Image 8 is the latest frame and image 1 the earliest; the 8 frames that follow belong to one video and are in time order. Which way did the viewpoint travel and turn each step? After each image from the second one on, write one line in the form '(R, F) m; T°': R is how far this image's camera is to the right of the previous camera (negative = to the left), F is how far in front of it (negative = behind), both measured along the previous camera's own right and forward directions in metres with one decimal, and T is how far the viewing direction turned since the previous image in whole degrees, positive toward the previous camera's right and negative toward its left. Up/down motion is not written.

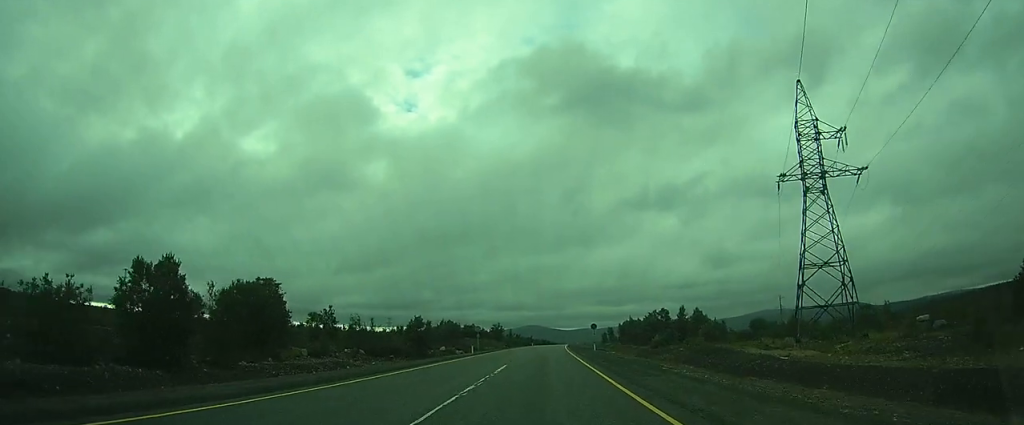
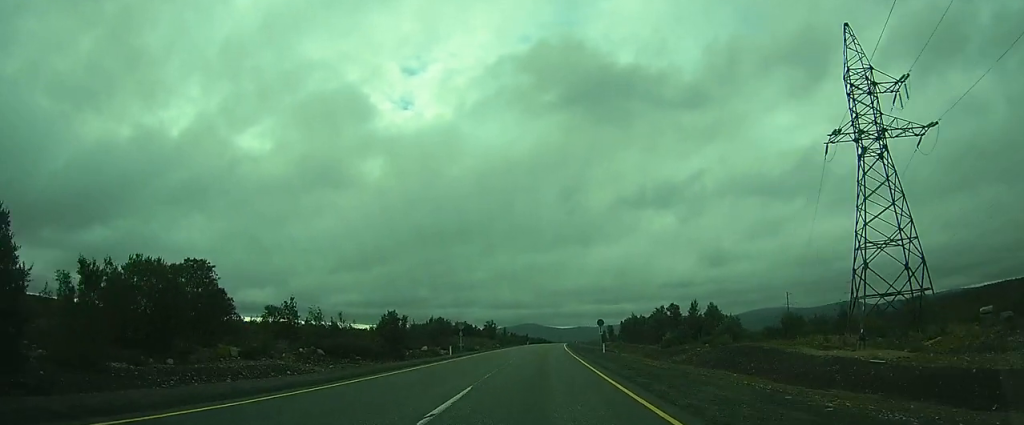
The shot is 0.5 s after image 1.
(0.0, +12.1) m; 0°
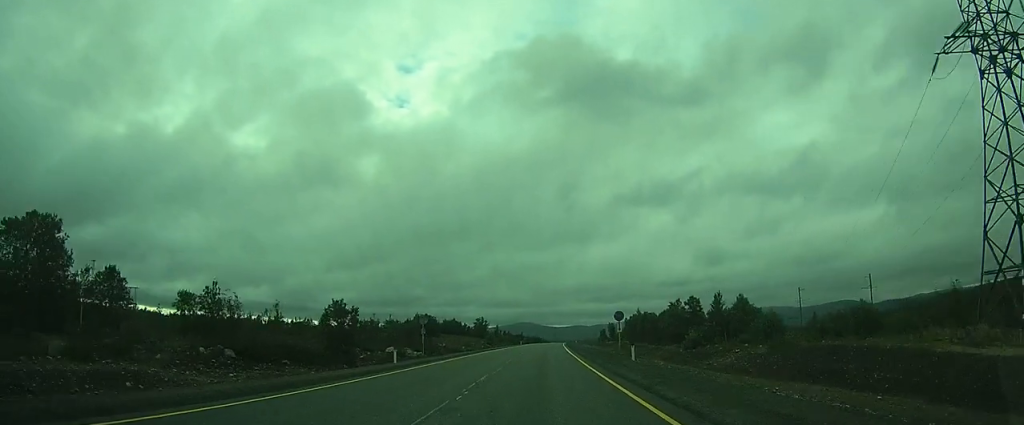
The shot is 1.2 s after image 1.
(+0.1, +16.8) m; 0°
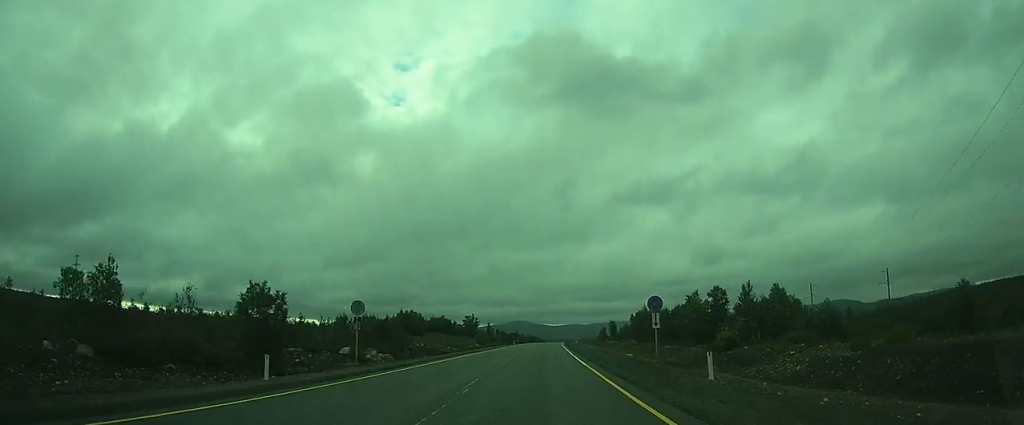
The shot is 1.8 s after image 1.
(0.0, +14.2) m; 0°
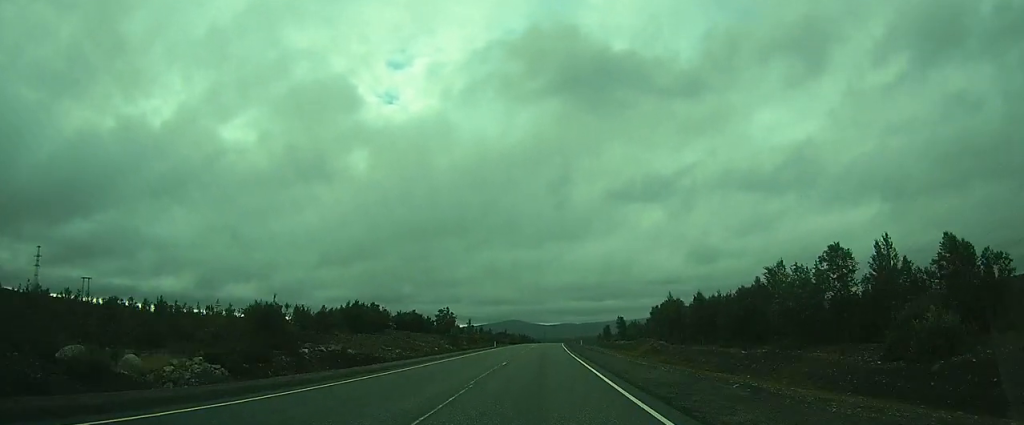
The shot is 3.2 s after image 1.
(+0.2, +32.0) m; +1°
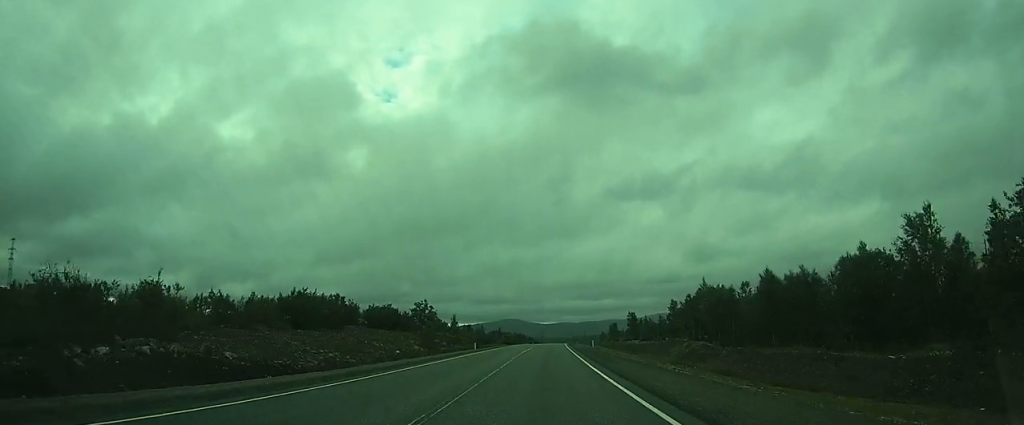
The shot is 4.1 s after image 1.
(+0.1, +21.7) m; 0°
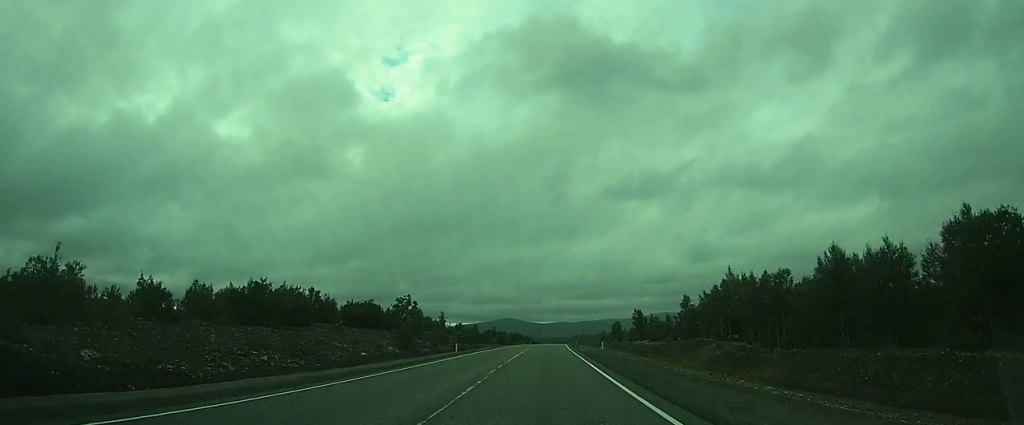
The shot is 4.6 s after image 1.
(0.0, +11.6) m; 0°
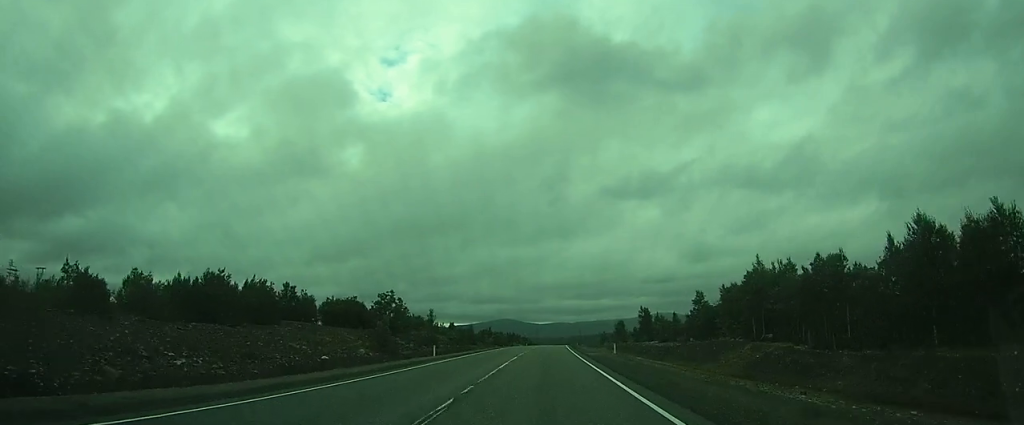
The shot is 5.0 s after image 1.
(0.0, +9.3) m; 0°
